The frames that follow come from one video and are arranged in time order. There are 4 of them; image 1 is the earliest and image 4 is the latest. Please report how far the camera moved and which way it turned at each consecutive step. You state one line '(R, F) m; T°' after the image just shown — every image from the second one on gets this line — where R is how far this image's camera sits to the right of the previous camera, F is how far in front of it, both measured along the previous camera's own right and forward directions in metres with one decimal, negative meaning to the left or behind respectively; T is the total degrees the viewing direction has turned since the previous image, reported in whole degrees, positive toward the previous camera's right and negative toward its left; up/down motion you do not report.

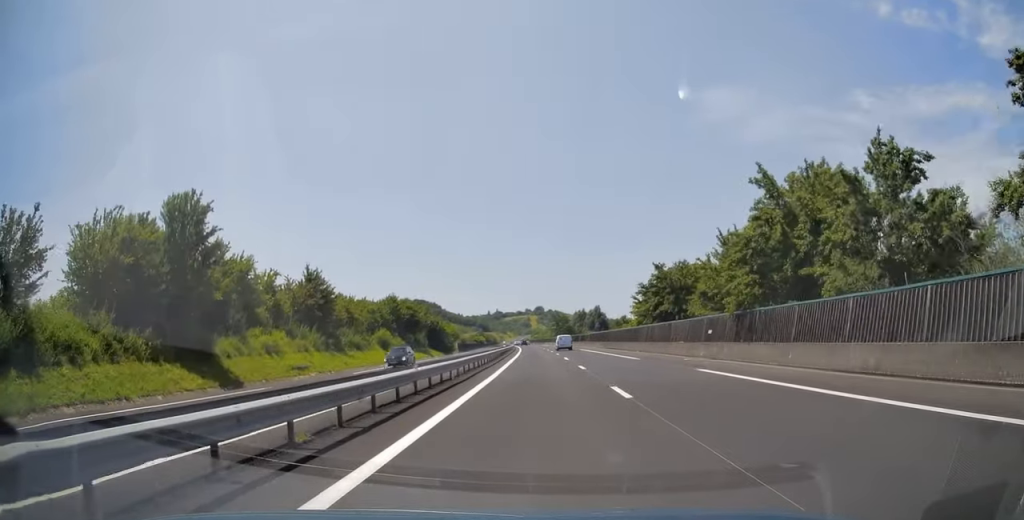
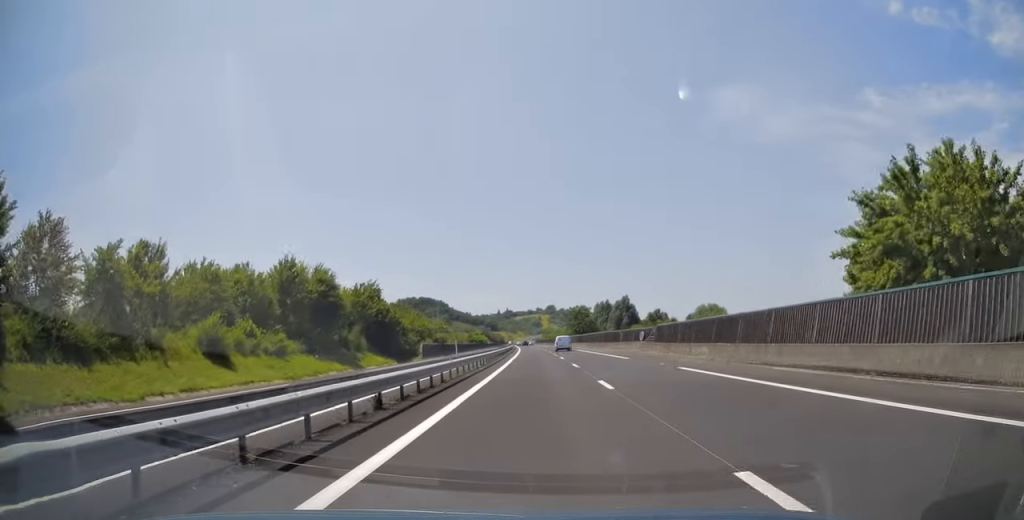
(-0.7, +49.5) m; -1°
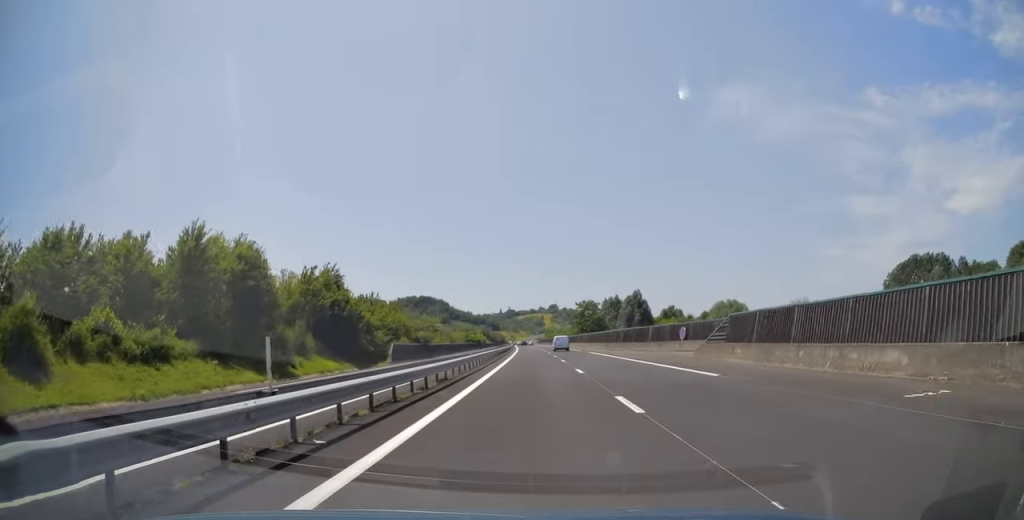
(+0.1, +18.2) m; 0°
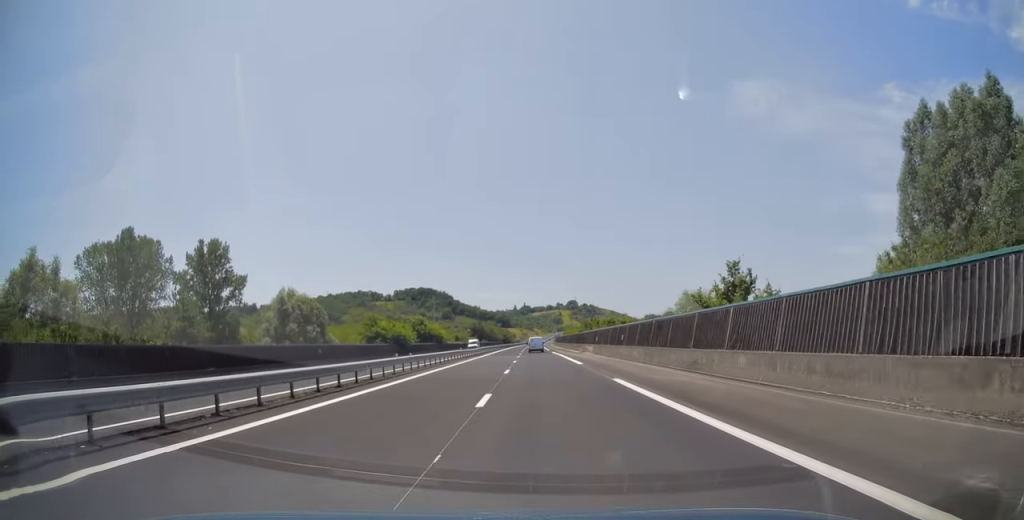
(-1.8, +141.6) m; -2°
